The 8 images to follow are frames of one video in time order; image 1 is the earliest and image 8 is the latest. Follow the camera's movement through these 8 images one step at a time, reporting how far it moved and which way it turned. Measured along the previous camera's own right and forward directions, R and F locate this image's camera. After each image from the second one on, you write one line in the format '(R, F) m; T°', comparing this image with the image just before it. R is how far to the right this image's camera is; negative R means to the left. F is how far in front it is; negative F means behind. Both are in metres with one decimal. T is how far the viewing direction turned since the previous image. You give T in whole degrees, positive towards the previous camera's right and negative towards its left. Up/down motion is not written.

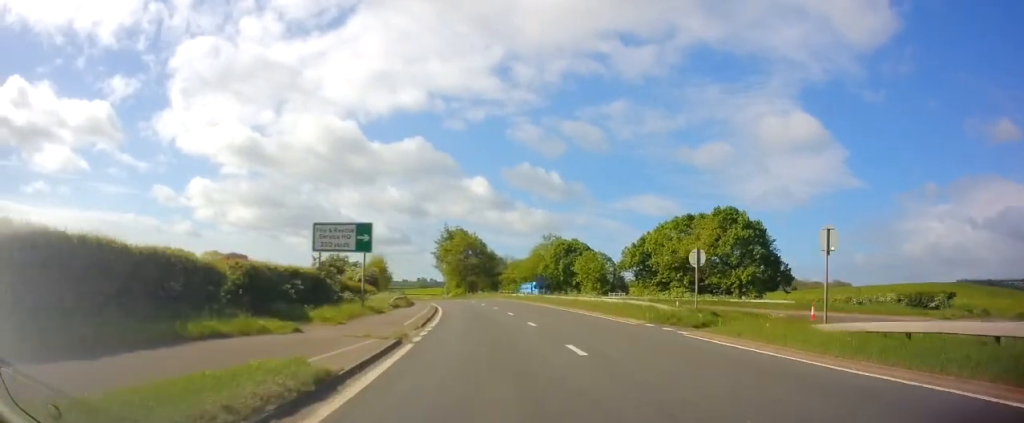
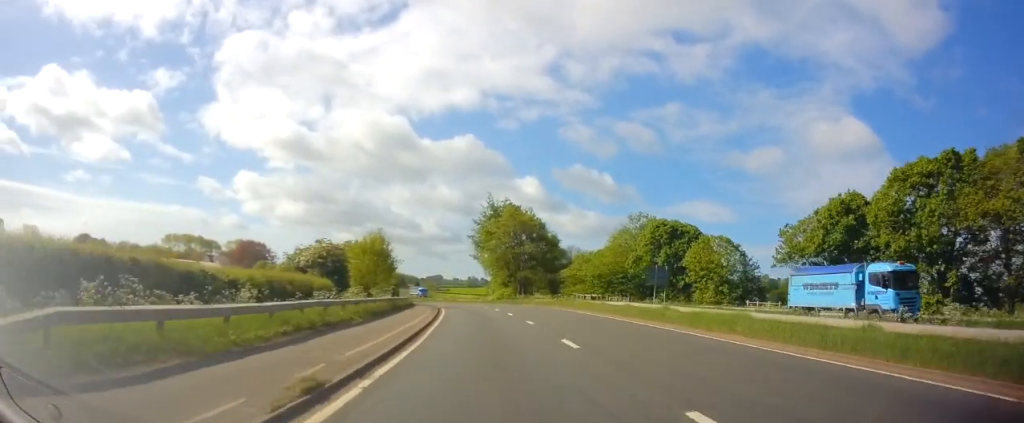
(-0.9, +33.8) m; -4°
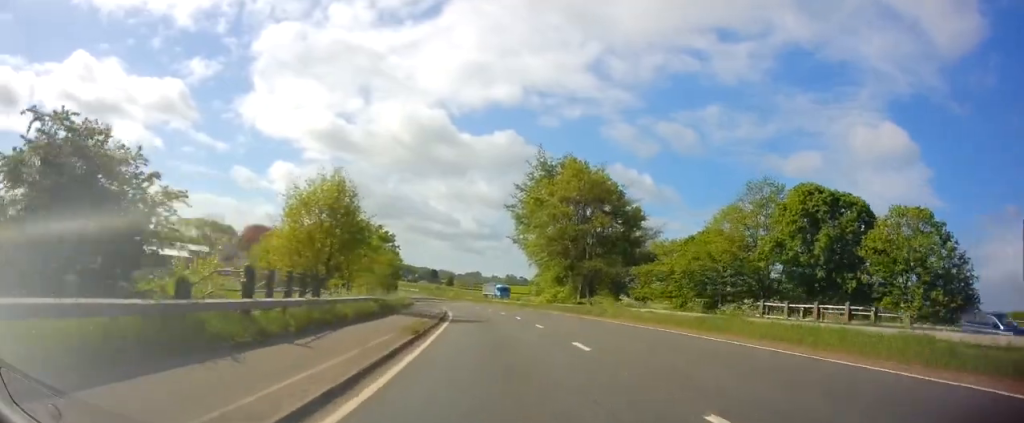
(-1.3, +26.2) m; -5°
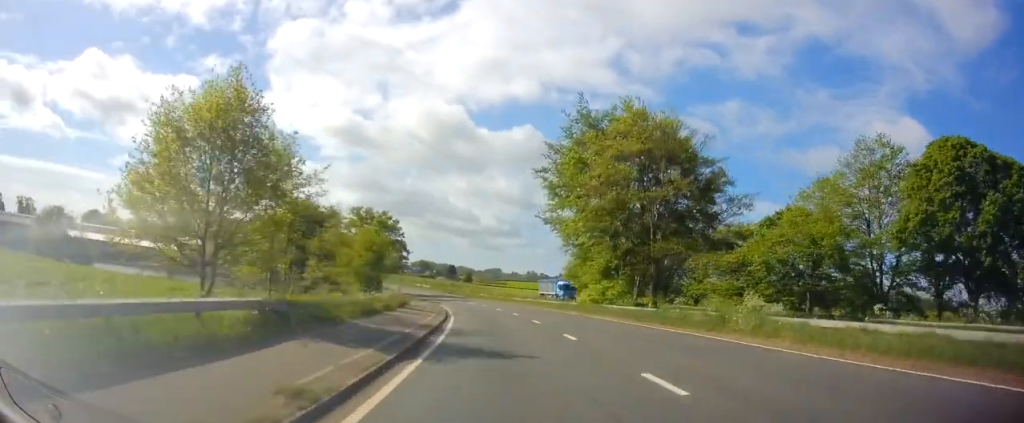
(-0.3, +14.4) m; -1°
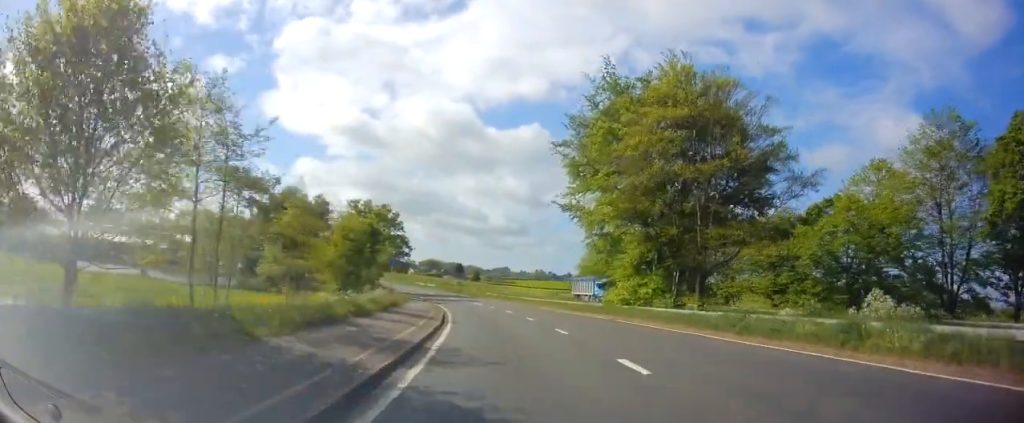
(0.0, +6.7) m; -1°
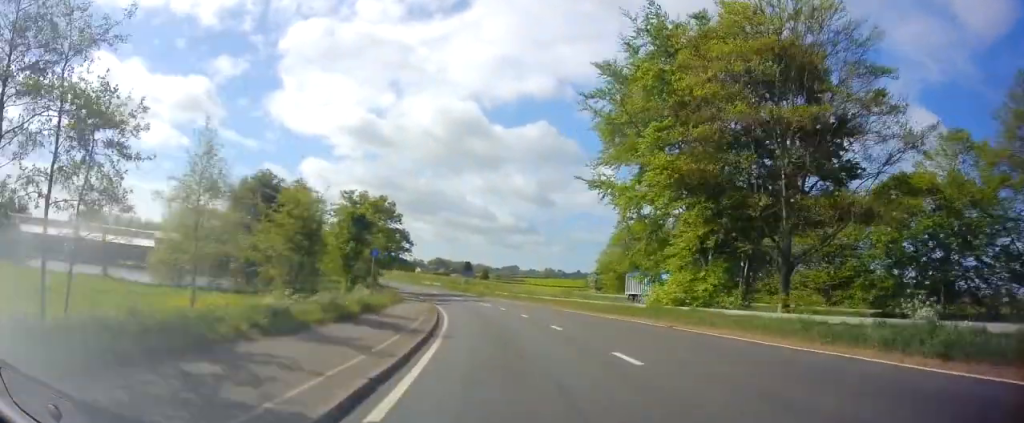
(0.0, +7.9) m; -1°
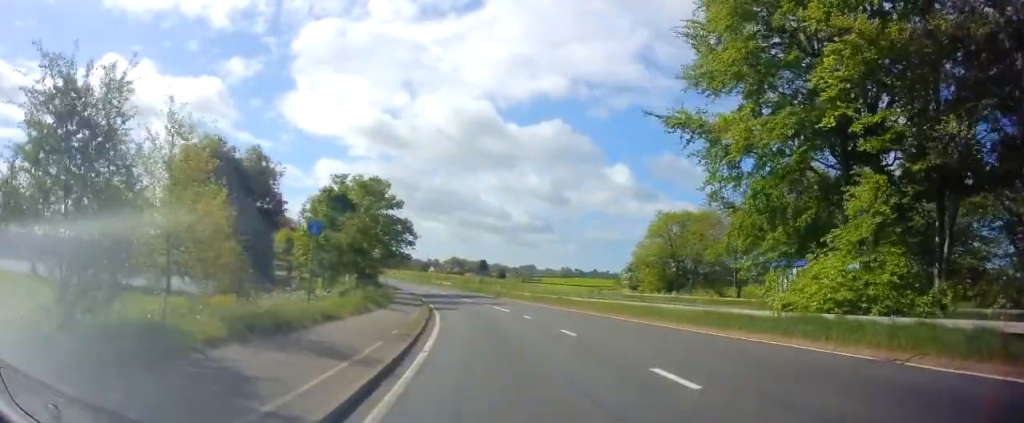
(-0.1, +11.4) m; -2°
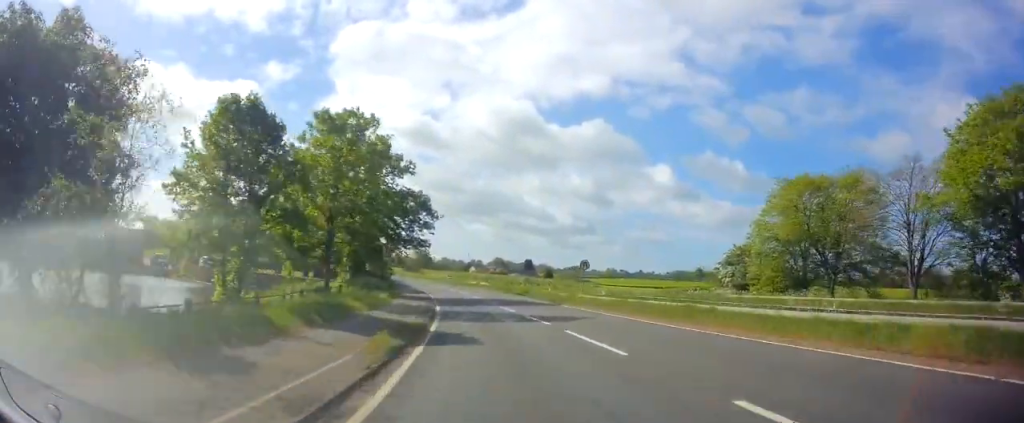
(-0.7, +20.3) m; -4°
